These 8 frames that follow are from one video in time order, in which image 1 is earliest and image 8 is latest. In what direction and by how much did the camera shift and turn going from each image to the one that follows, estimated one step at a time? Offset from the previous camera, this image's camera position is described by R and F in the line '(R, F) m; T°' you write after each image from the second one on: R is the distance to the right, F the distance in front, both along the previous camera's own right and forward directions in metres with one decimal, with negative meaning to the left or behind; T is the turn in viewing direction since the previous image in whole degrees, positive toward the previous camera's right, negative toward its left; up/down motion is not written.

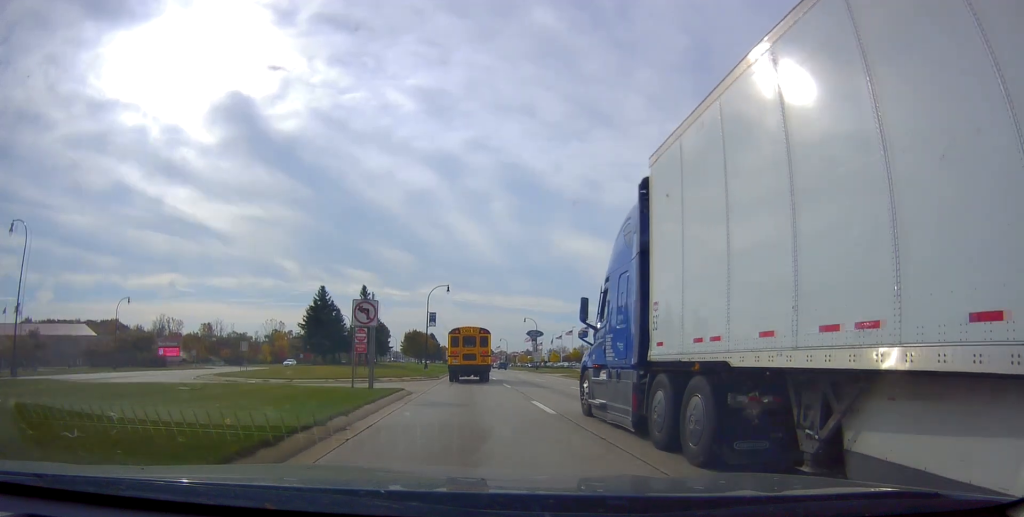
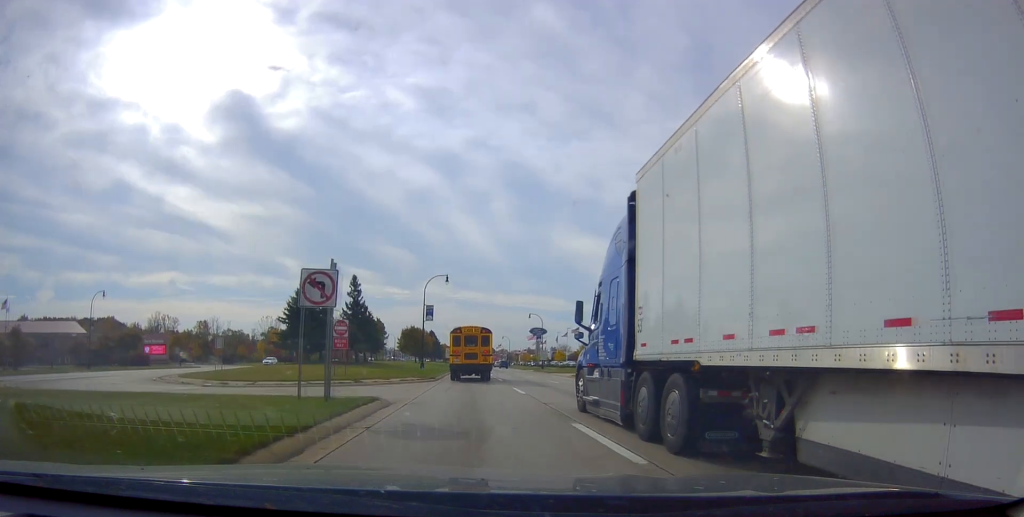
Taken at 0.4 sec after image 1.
(+0.2, +6.5) m; -1°
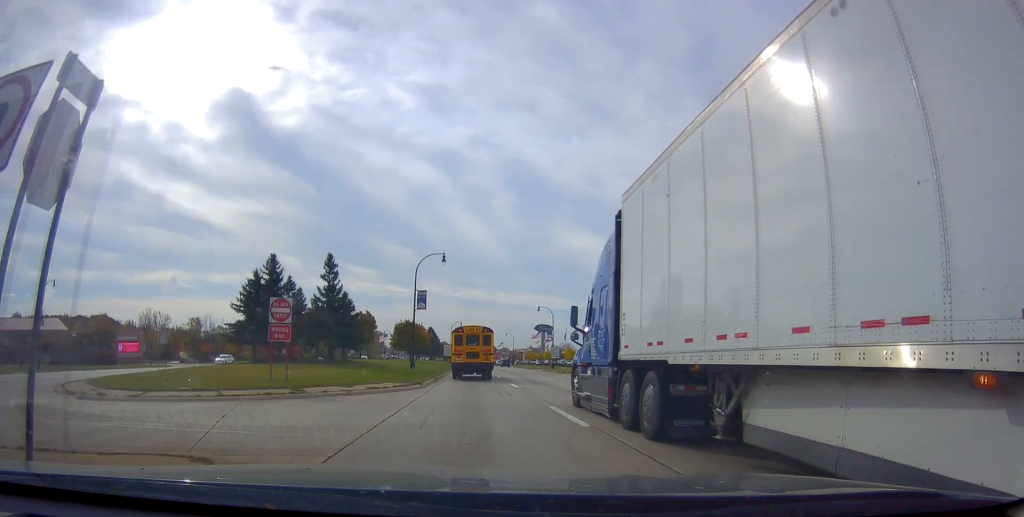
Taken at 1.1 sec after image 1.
(-0.5, +11.3) m; 0°
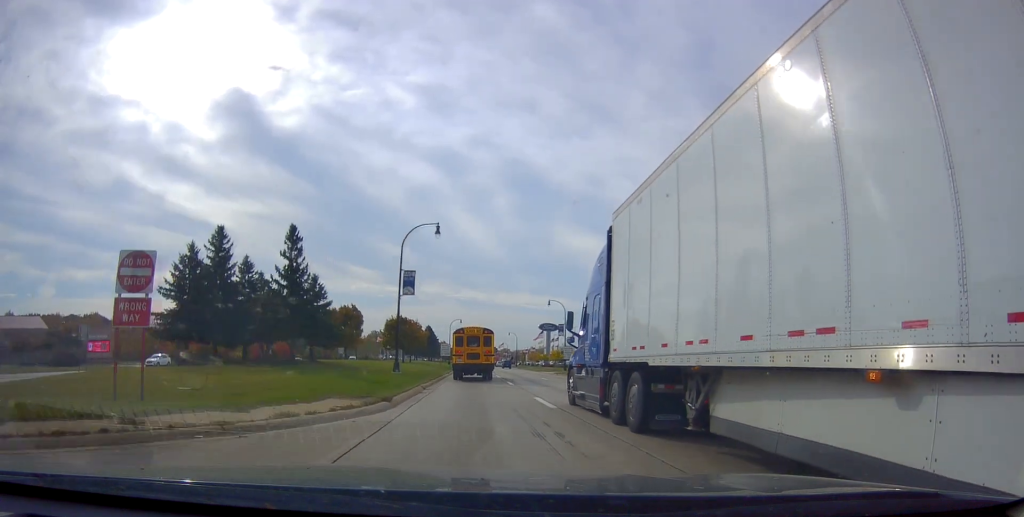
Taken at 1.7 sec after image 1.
(0.0, +10.8) m; +1°
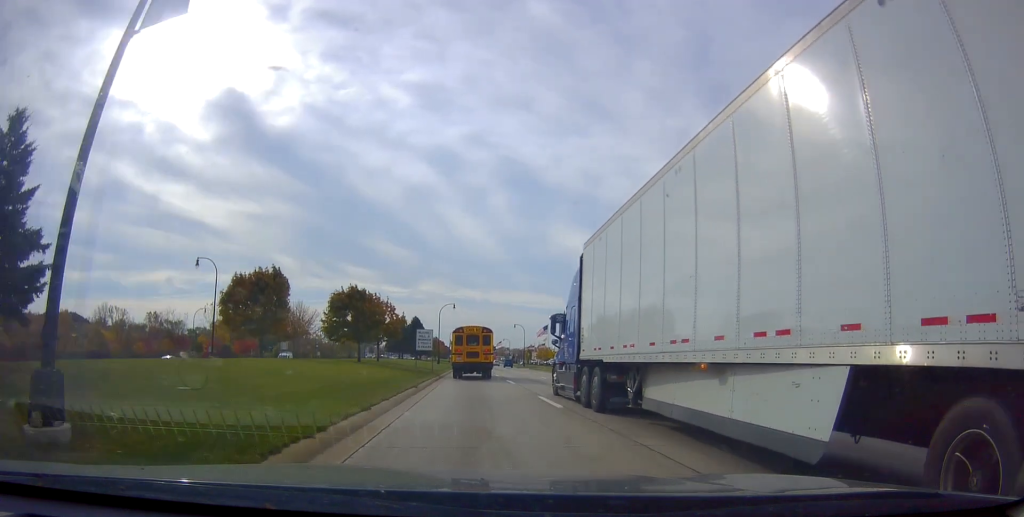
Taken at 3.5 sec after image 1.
(+1.0, +31.4) m; +1°
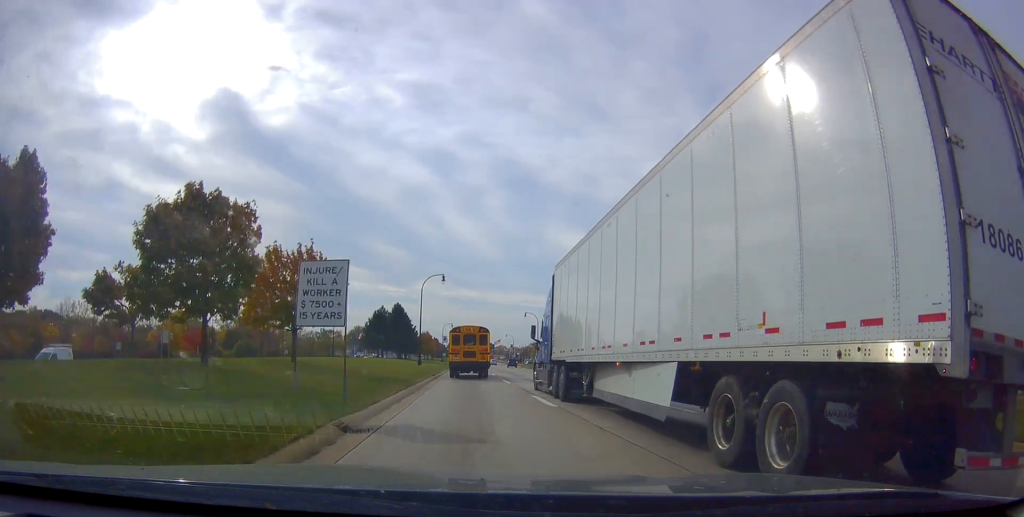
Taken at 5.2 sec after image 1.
(-0.1, +30.0) m; -1°
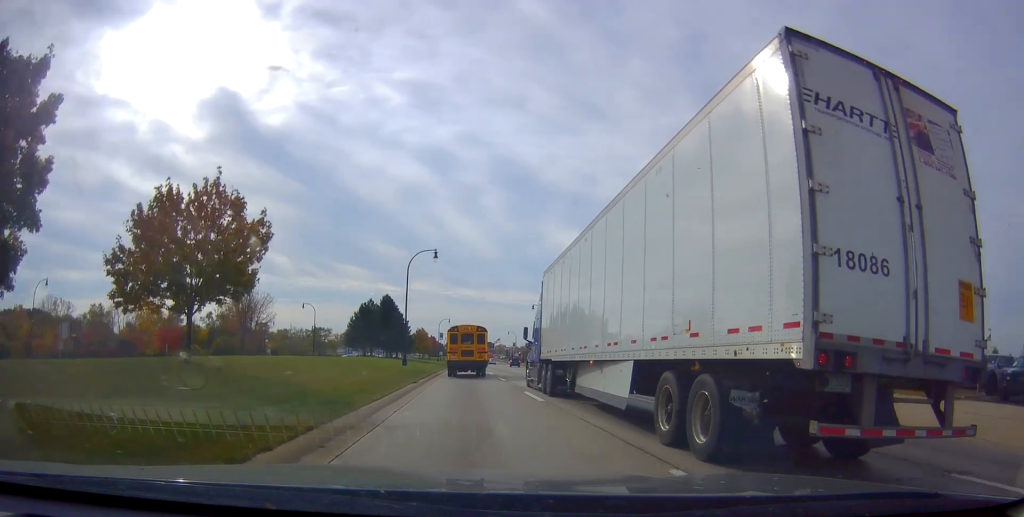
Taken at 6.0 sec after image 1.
(-0.4, +13.3) m; 0°
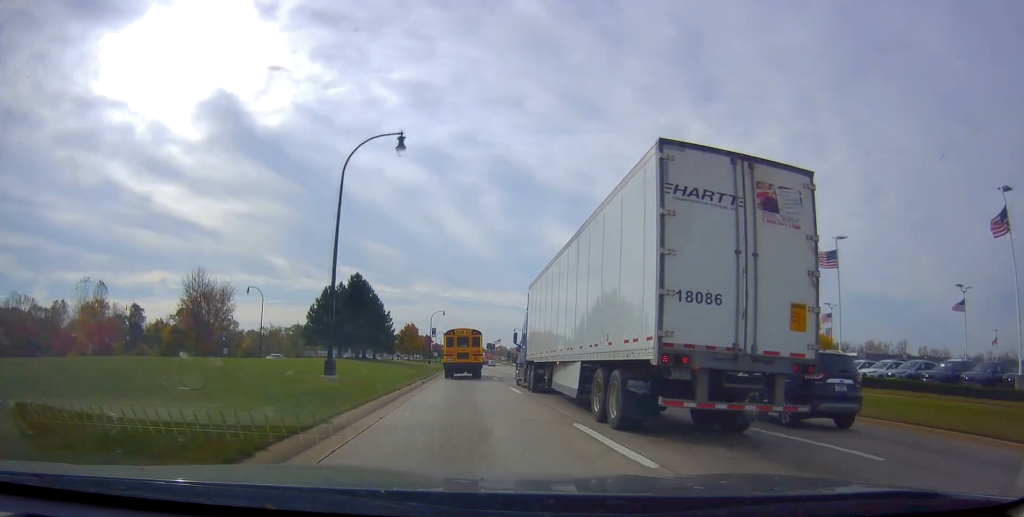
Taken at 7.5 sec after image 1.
(+0.5, +25.2) m; +3°
